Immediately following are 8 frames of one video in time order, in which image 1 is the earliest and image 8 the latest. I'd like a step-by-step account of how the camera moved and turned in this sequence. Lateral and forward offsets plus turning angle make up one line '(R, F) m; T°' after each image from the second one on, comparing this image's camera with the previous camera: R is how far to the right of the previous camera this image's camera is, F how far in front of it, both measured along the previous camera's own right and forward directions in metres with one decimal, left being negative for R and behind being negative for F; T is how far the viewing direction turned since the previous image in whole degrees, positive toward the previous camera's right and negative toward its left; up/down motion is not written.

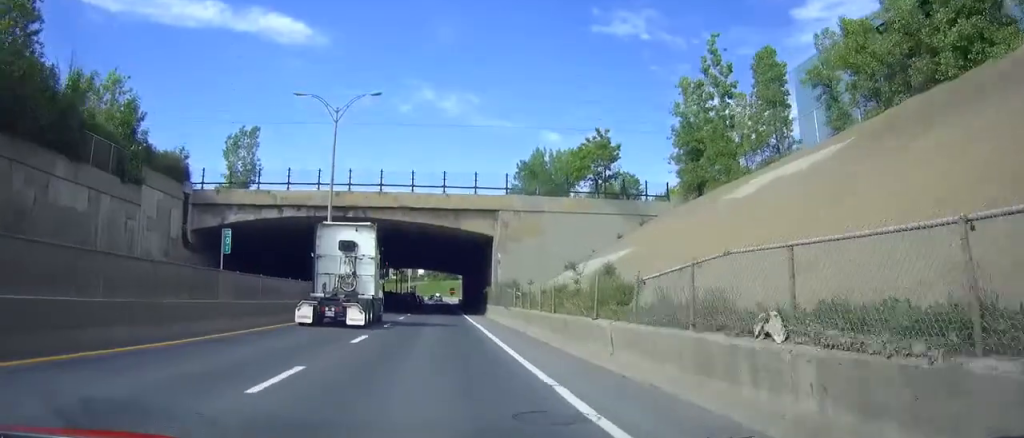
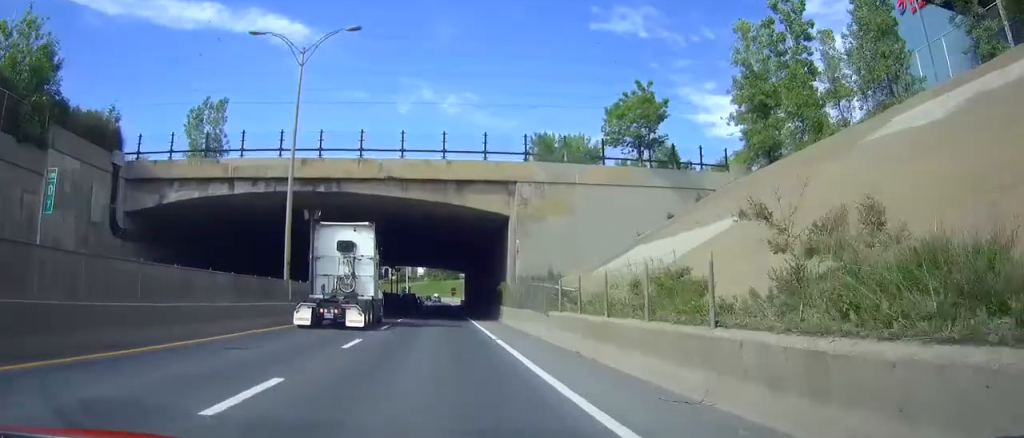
(+0.2, +10.5) m; 0°
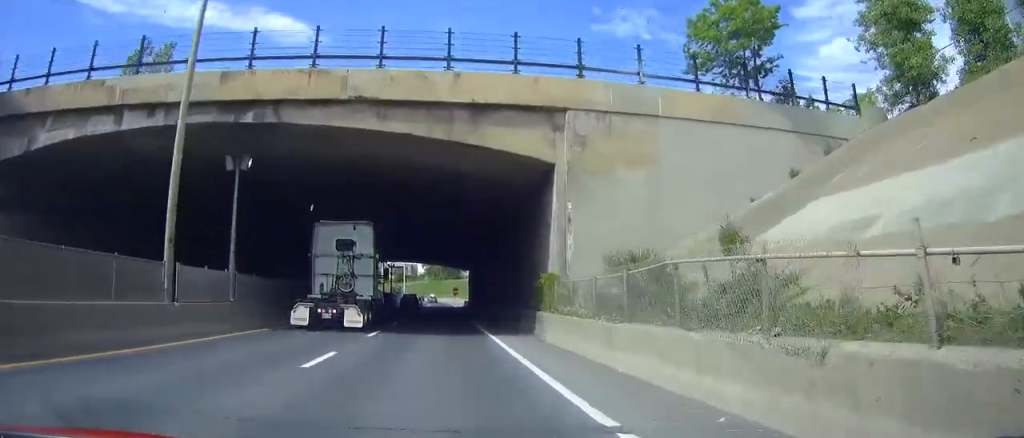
(+0.2, +13.3) m; 0°
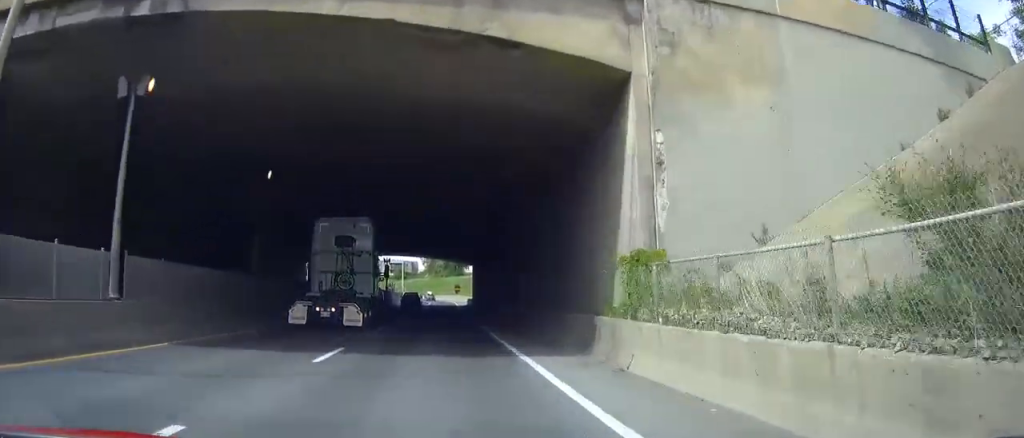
(0.0, +8.4) m; 0°
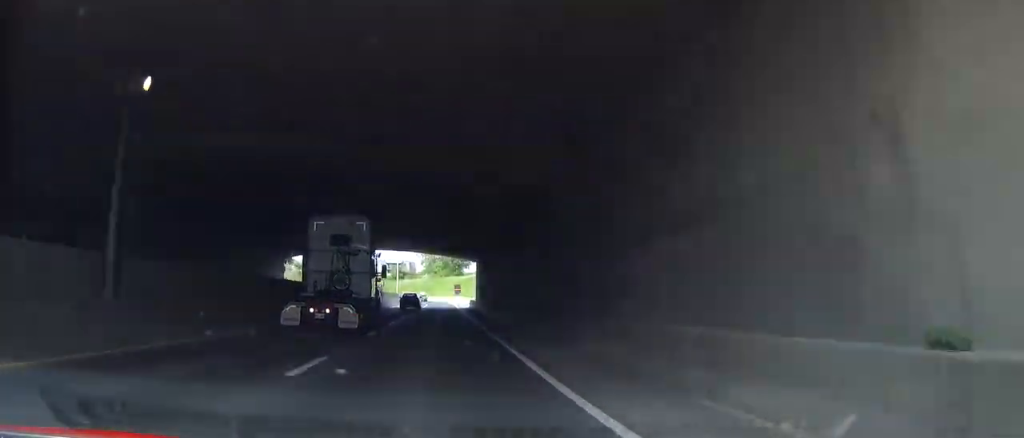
(0.0, +11.2) m; 0°
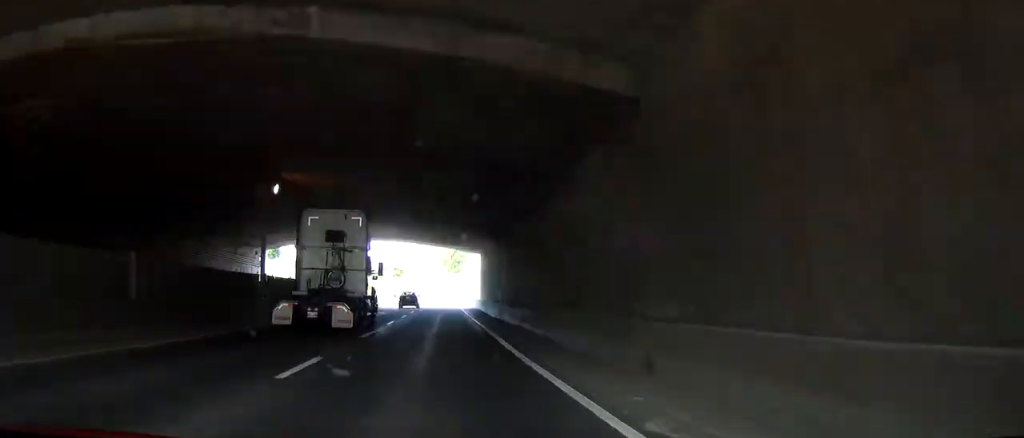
(0.0, +9.8) m; 0°
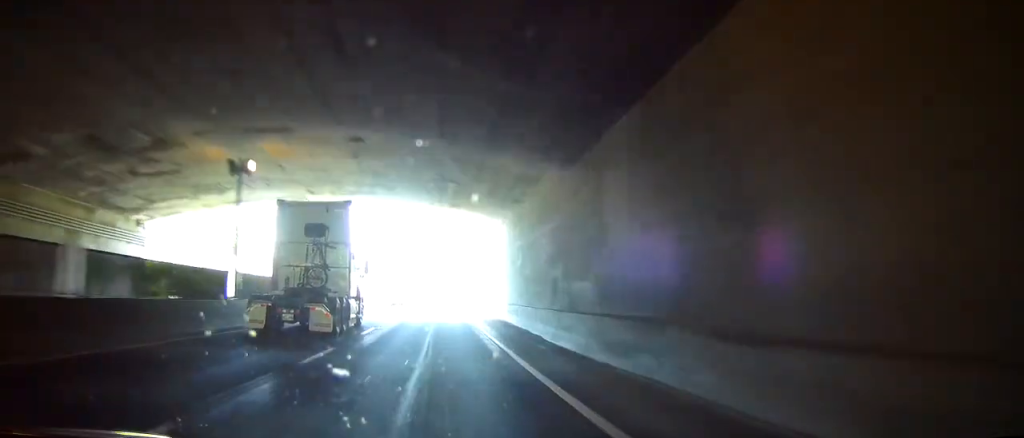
(+0.1, +25.8) m; 0°
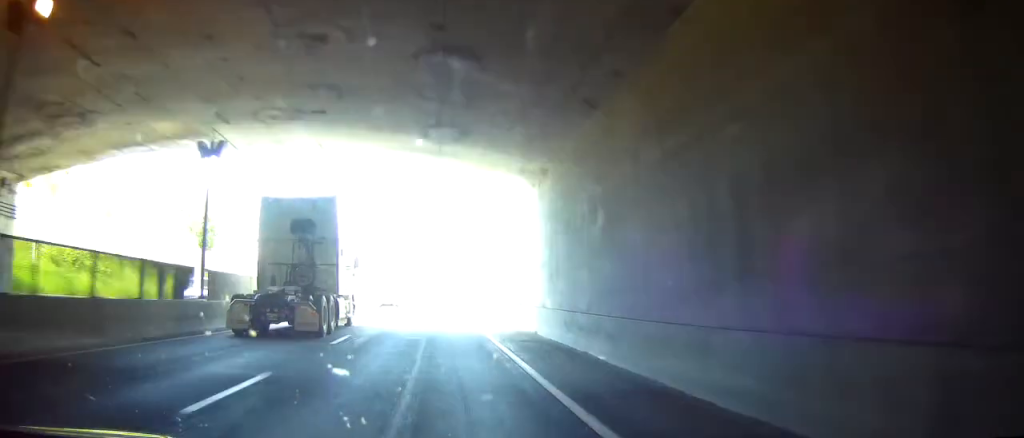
(0.0, +14.5) m; 0°
